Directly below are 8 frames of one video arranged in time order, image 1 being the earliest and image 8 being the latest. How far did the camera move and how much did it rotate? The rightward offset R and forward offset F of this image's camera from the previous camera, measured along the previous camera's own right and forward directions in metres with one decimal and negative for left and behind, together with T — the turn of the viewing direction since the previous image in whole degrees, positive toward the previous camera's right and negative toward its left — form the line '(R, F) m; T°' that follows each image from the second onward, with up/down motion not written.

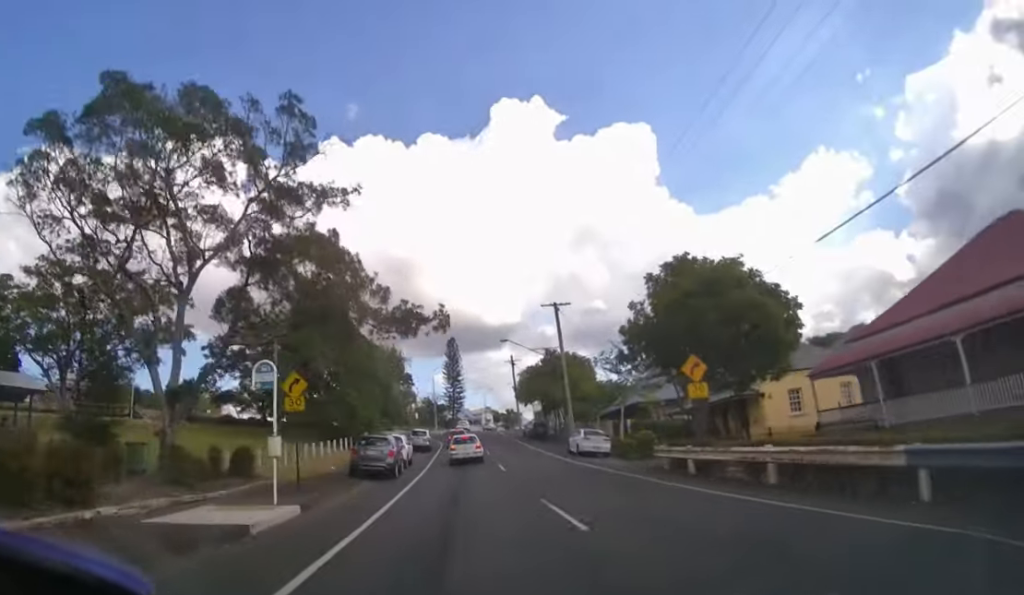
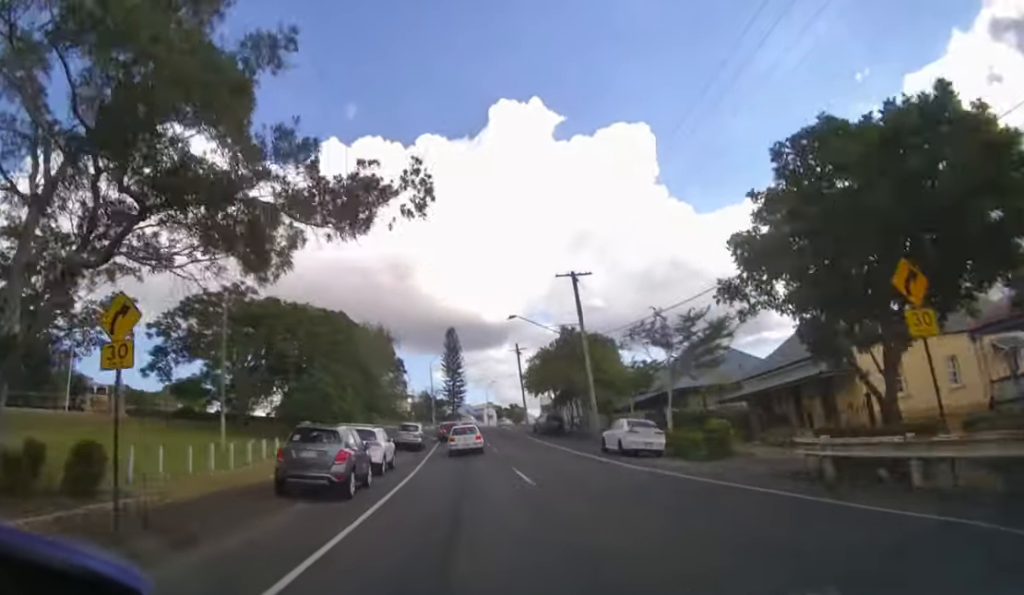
(0.0, +6.6) m; 0°
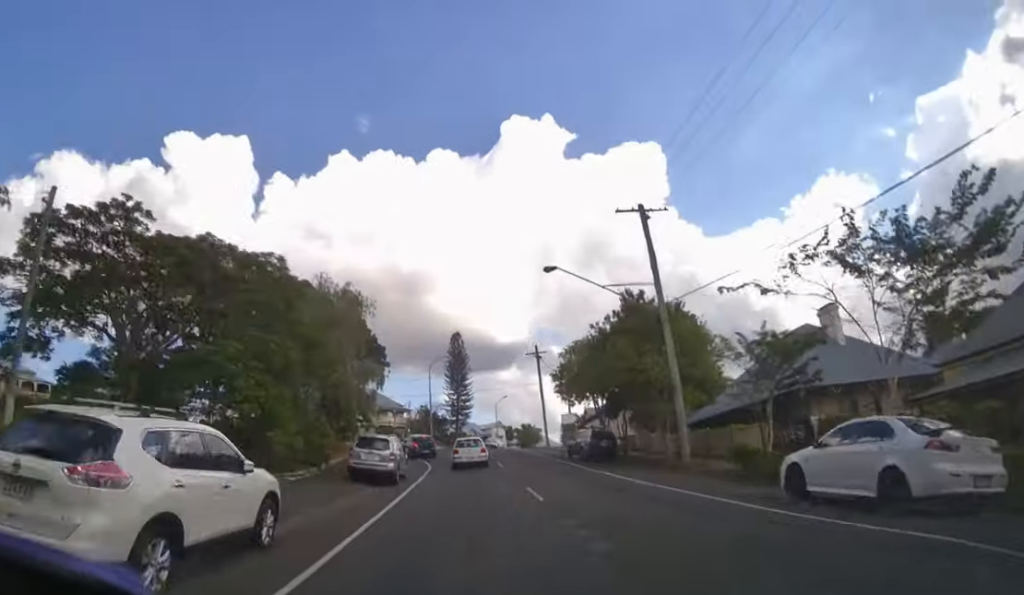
(0.0, +11.8) m; 0°
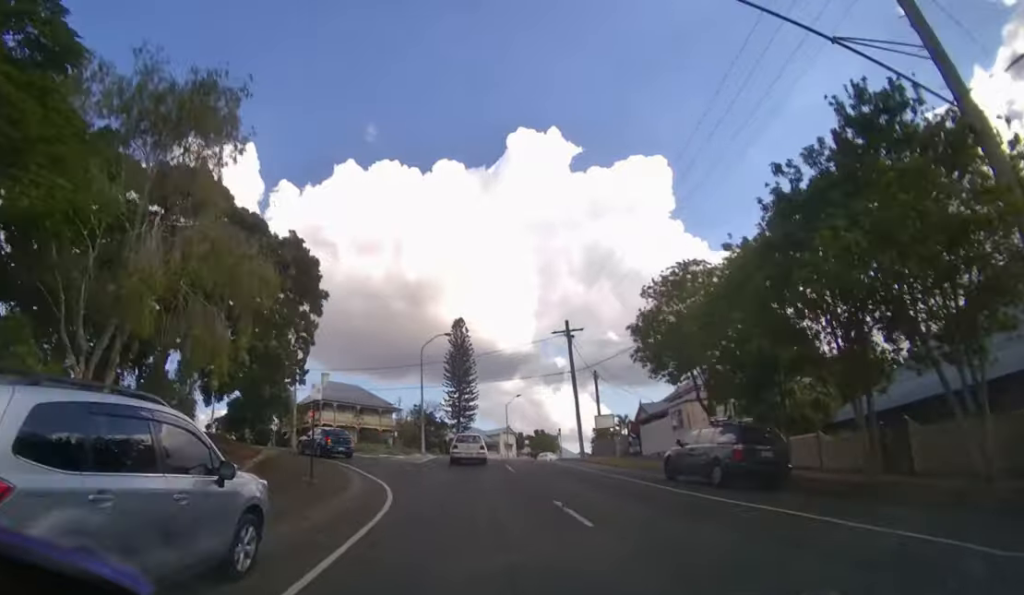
(0.0, +14.9) m; 0°
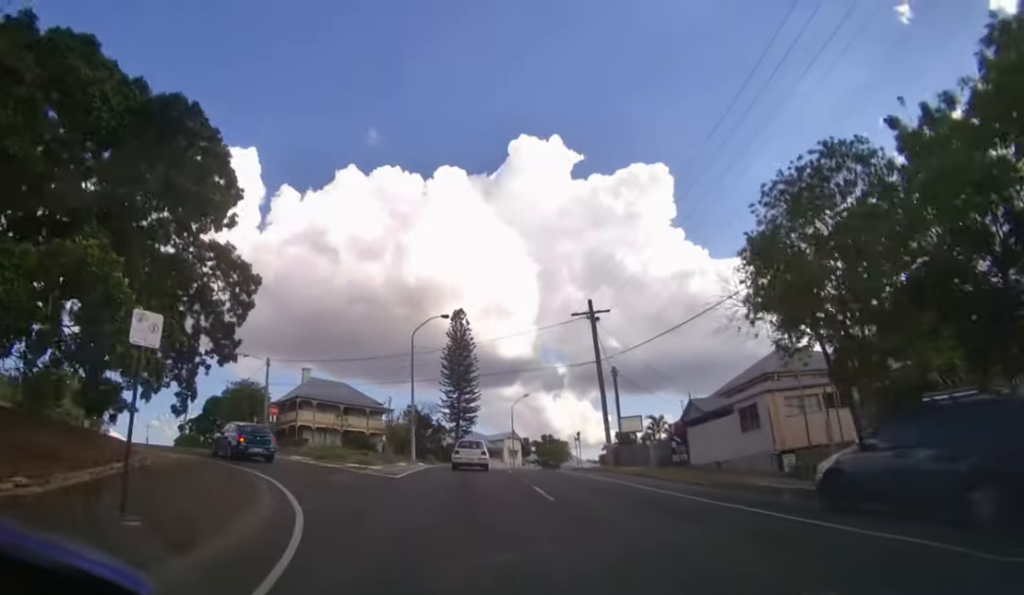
(0.0, +8.9) m; 0°
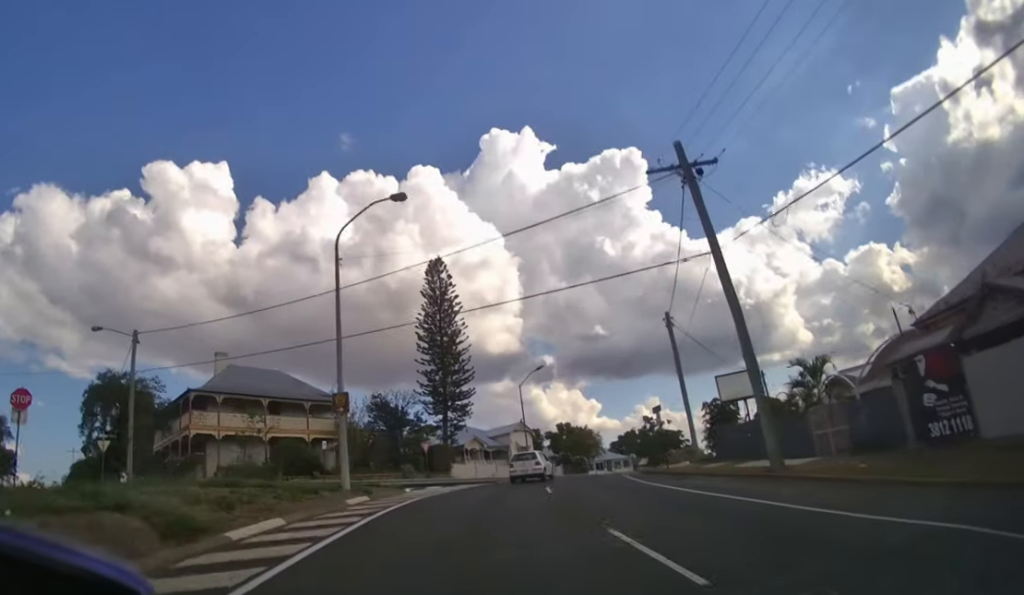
(0.0, +20.9) m; +1°
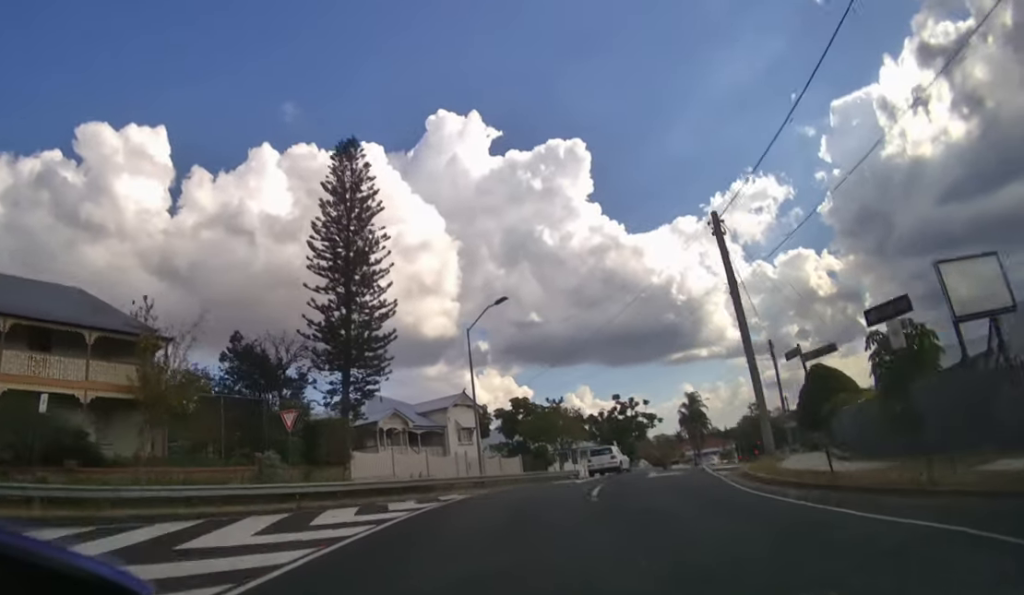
(+1.1, +17.9) m; +9°
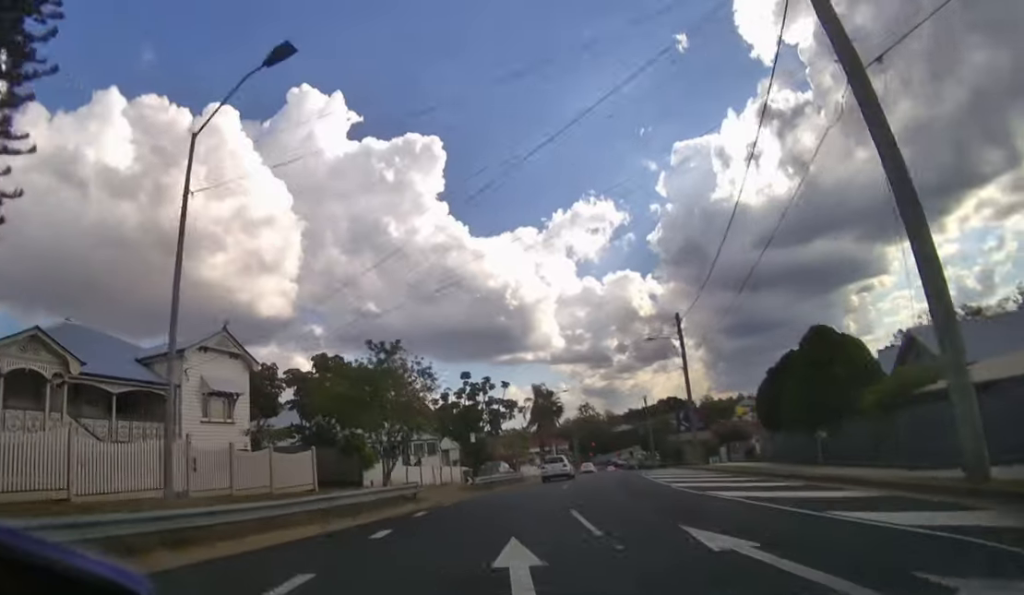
(+2.0, +17.3) m; +16°
